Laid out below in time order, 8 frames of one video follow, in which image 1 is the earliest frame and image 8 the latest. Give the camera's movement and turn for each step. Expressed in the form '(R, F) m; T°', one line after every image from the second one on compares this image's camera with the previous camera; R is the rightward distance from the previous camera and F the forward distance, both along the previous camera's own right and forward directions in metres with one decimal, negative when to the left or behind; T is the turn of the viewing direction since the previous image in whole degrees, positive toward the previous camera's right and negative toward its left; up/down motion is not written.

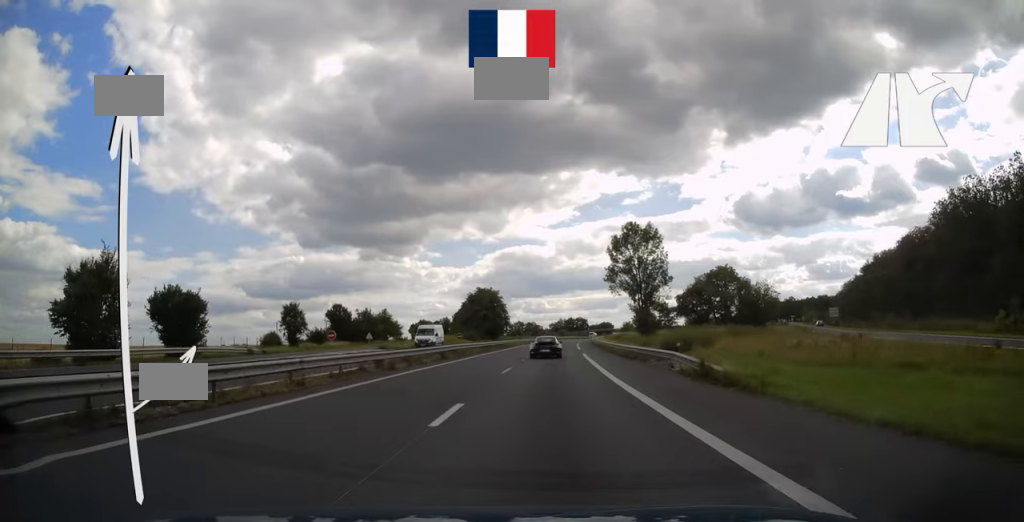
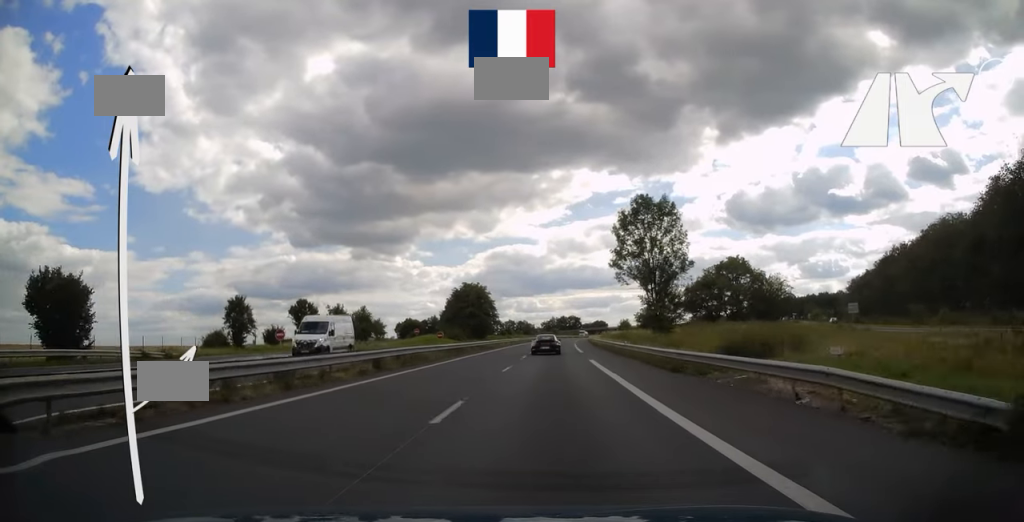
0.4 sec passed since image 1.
(+0.1, +12.8) m; +1°
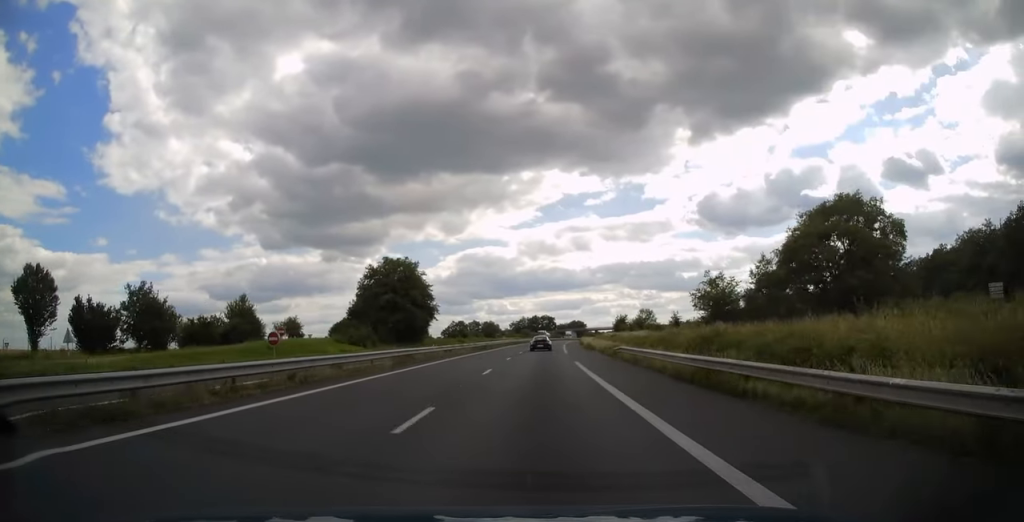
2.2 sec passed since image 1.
(+1.2, +52.5) m; +2°
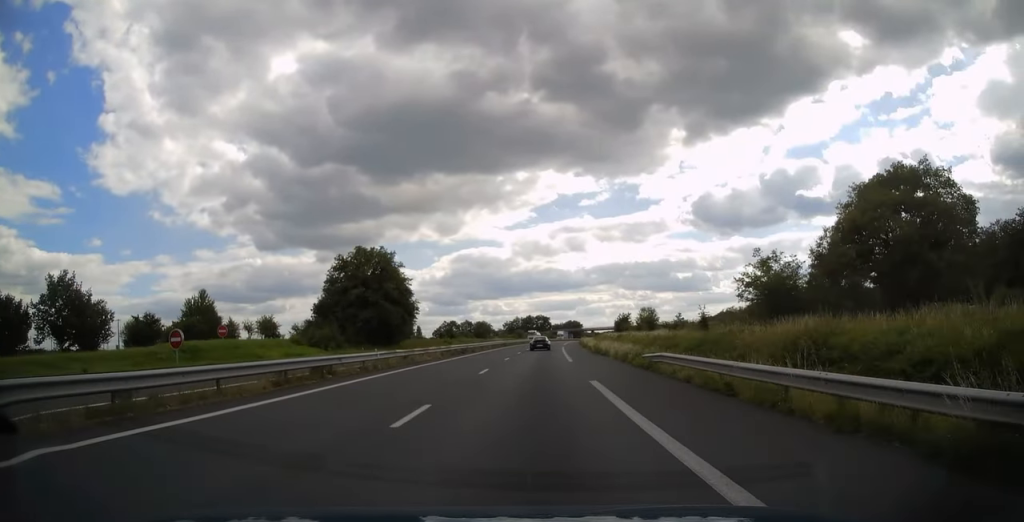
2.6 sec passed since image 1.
(+0.1, +12.3) m; 0°
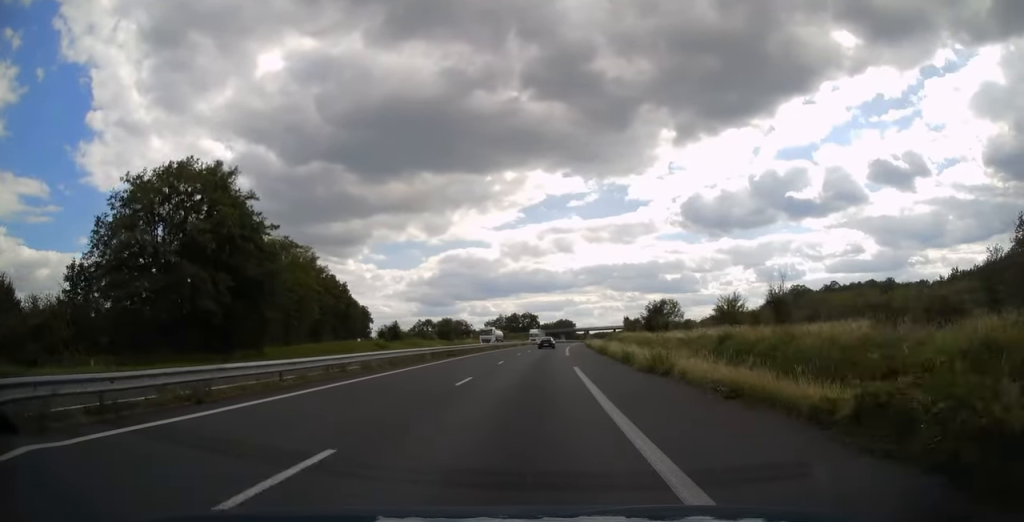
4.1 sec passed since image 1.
(+0.7, +43.8) m; +2°
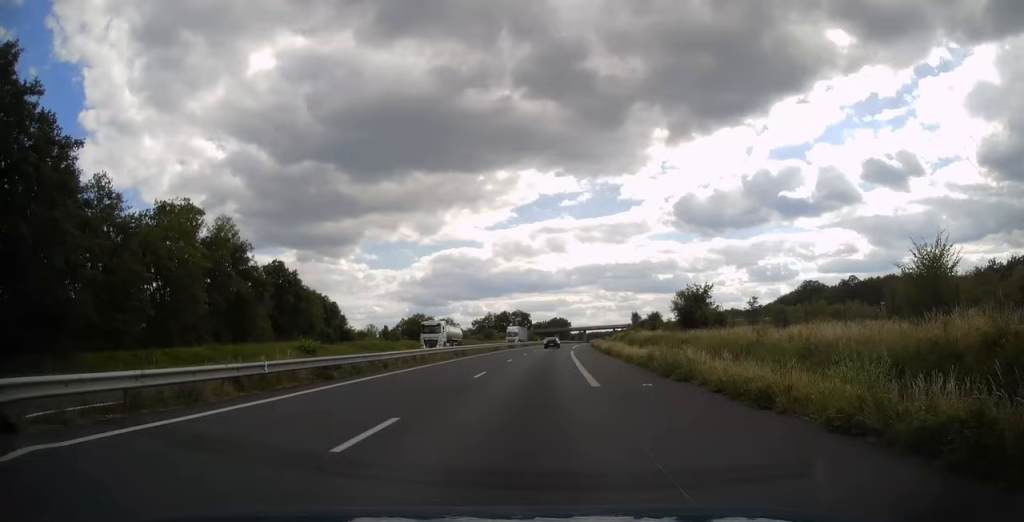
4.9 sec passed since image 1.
(+0.1, +23.1) m; +1°
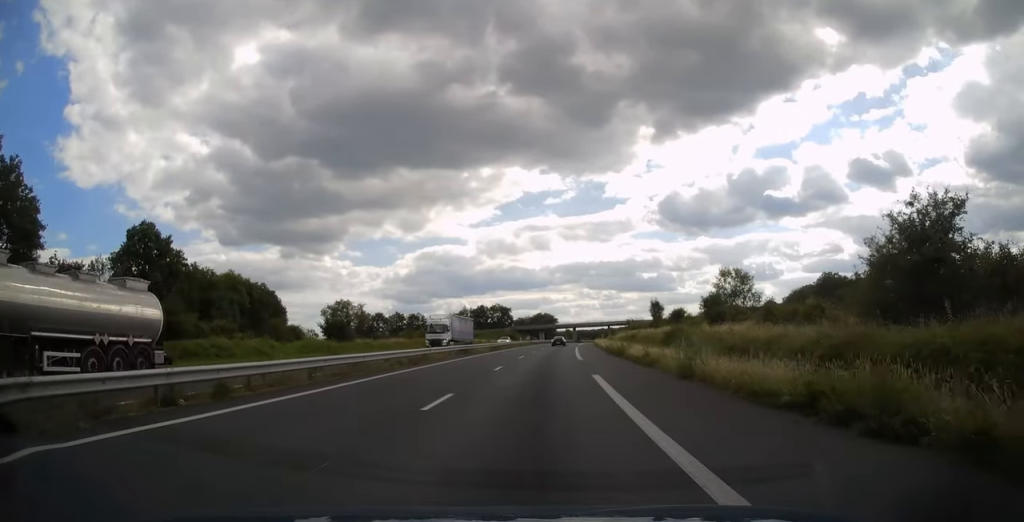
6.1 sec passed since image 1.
(+0.5, +34.8) m; +1°
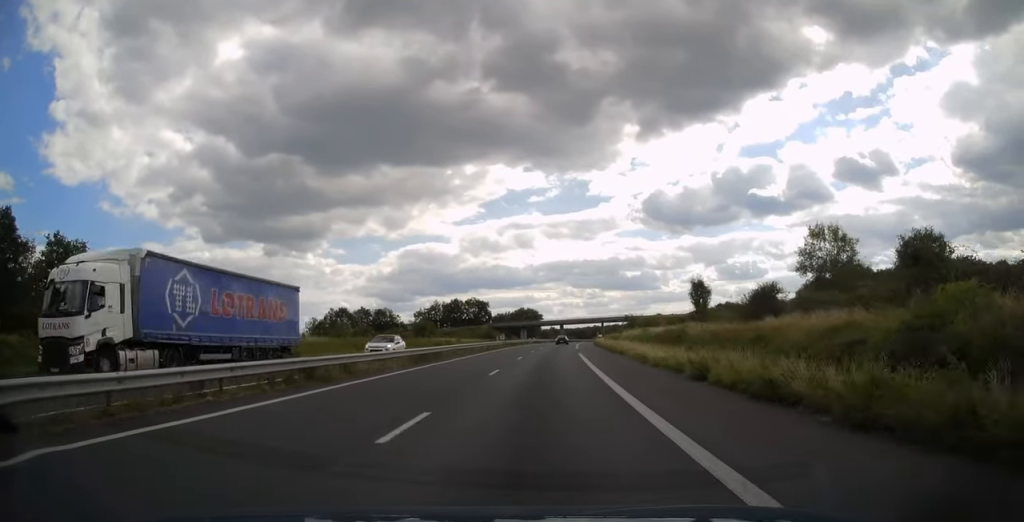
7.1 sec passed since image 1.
(+0.2, +29.5) m; +1°
